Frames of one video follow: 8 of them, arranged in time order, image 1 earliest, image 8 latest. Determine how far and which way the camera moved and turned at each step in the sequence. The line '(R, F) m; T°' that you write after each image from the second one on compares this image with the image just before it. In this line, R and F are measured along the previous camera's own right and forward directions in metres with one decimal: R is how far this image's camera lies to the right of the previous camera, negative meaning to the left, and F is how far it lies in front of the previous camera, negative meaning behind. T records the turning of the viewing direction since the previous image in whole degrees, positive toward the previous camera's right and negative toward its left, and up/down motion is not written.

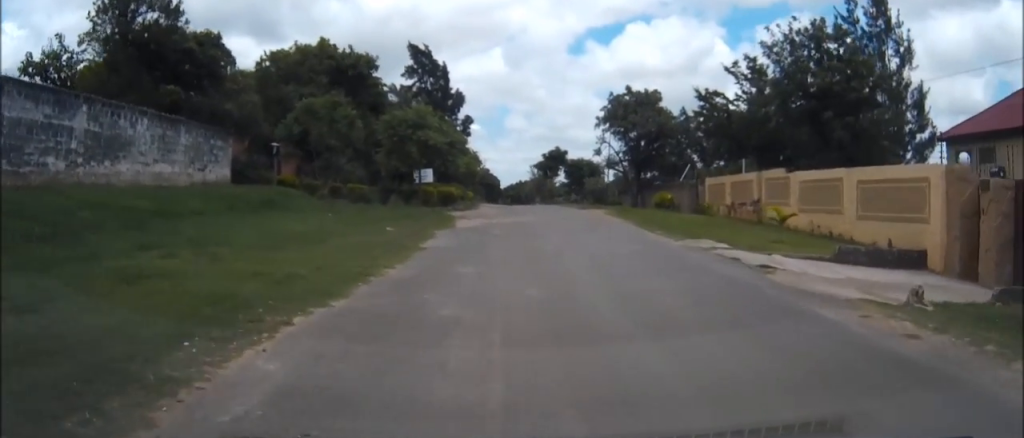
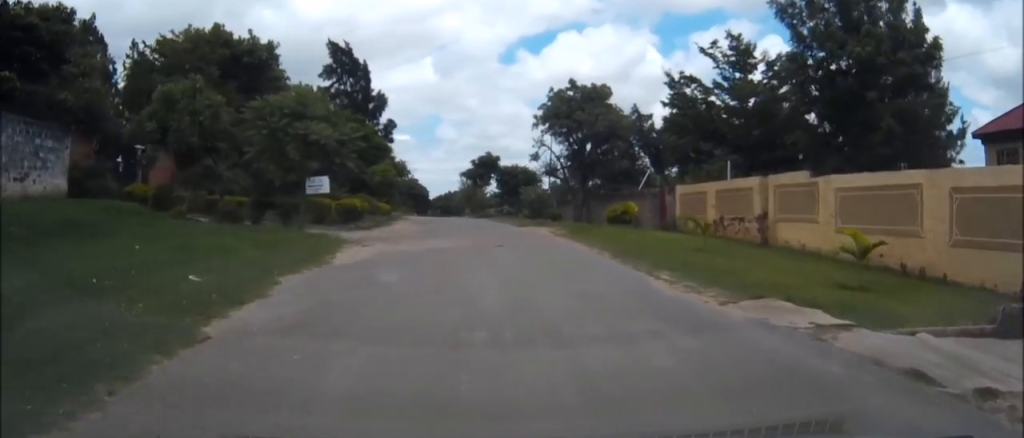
(+0.1, +8.3) m; +2°
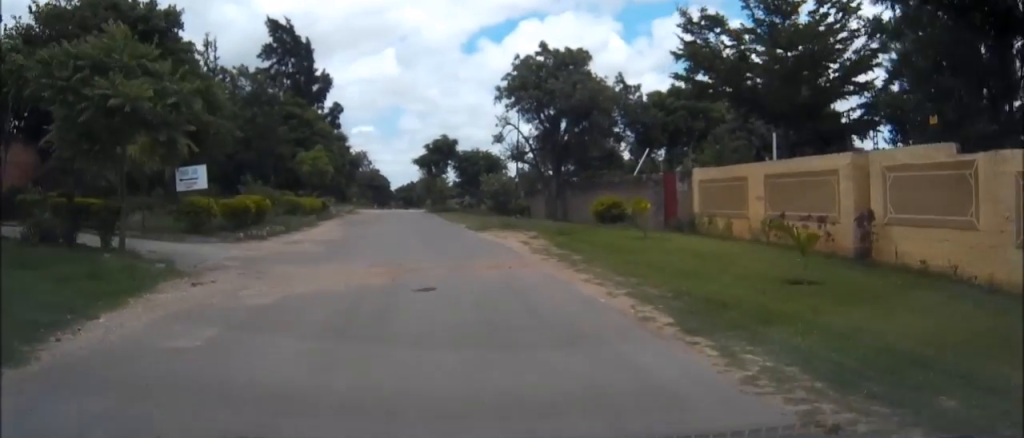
(+0.2, +8.7) m; +2°
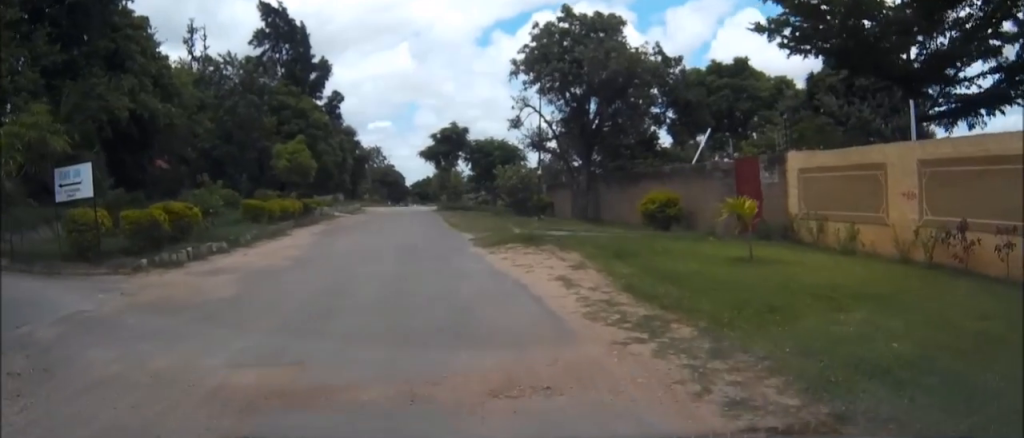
(+0.1, +7.6) m; 0°
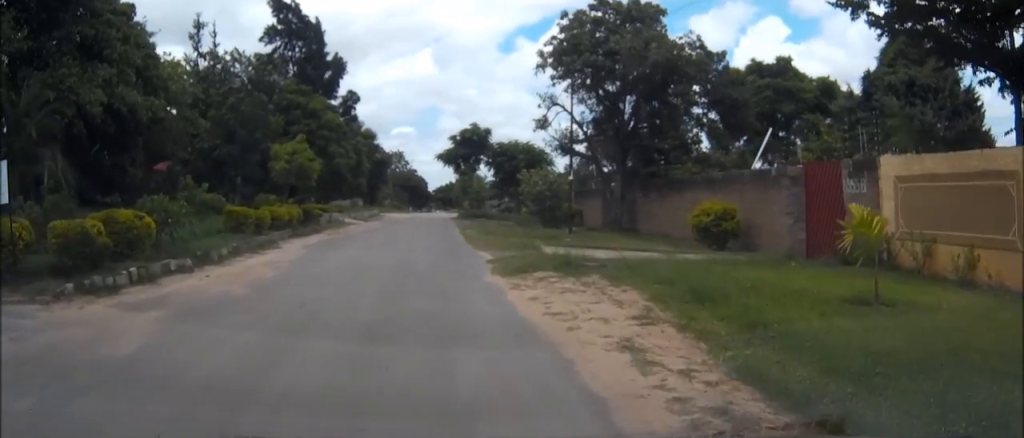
(-0.1, +4.1) m; -4°
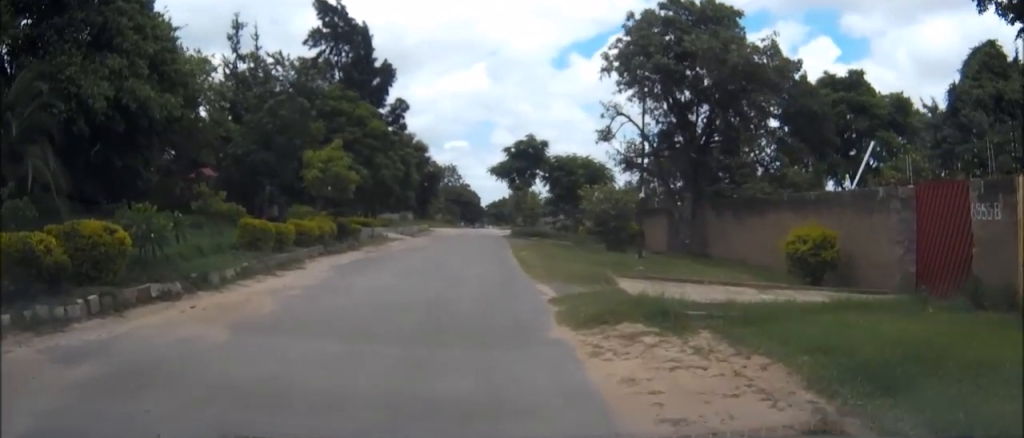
(-0.2, +3.2) m; -6°
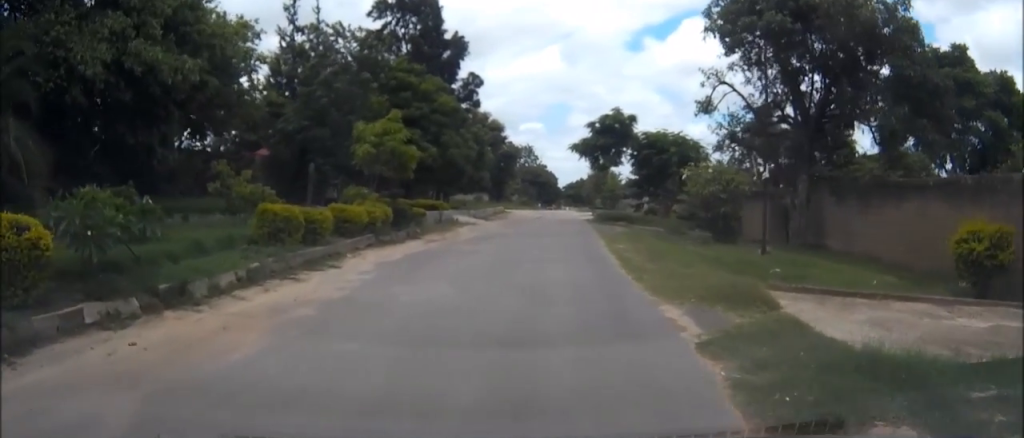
(-0.2, +3.9) m; -3°
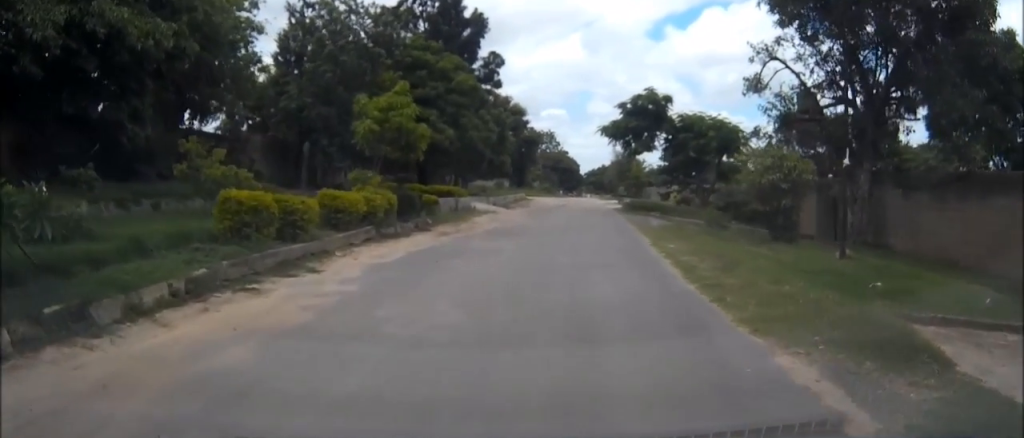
(0.0, +2.9) m; 0°
